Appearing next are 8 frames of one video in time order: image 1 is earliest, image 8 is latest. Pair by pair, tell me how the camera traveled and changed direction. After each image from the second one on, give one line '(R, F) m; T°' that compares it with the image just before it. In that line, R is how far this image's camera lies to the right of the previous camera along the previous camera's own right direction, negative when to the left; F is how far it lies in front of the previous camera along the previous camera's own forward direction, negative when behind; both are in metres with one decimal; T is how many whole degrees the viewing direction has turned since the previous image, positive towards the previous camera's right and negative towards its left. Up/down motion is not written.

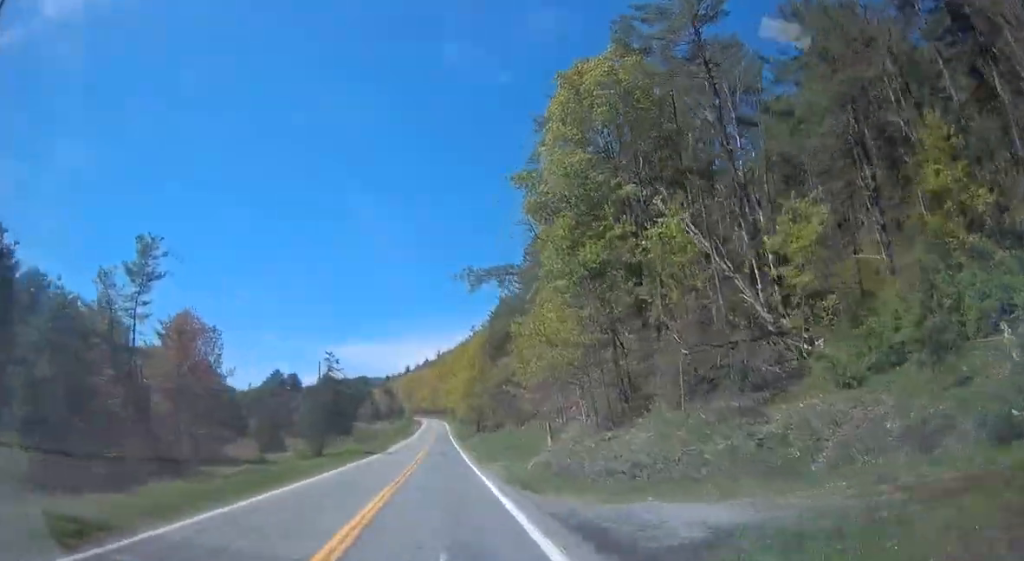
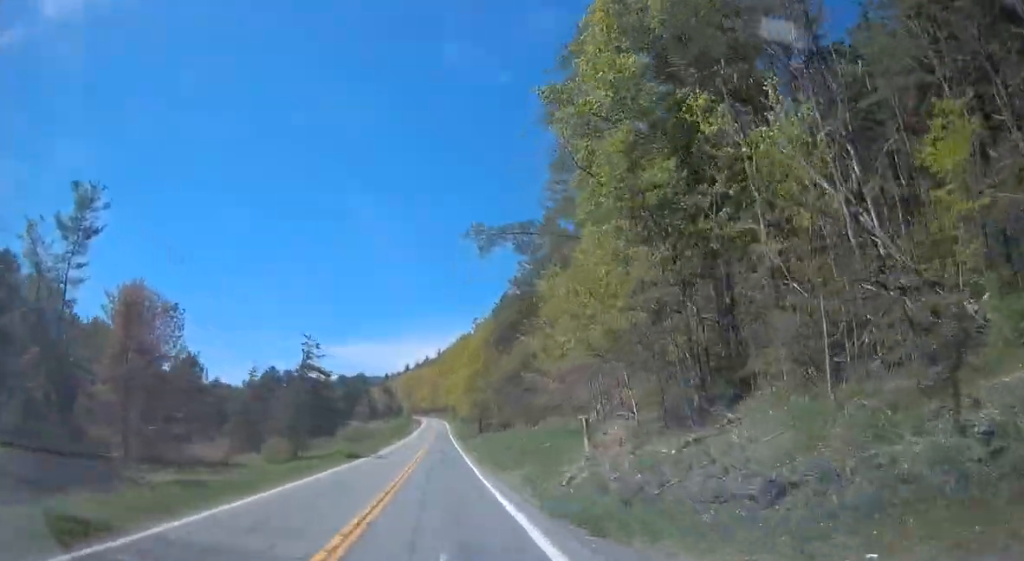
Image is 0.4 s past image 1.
(0.0, +8.9) m; 0°
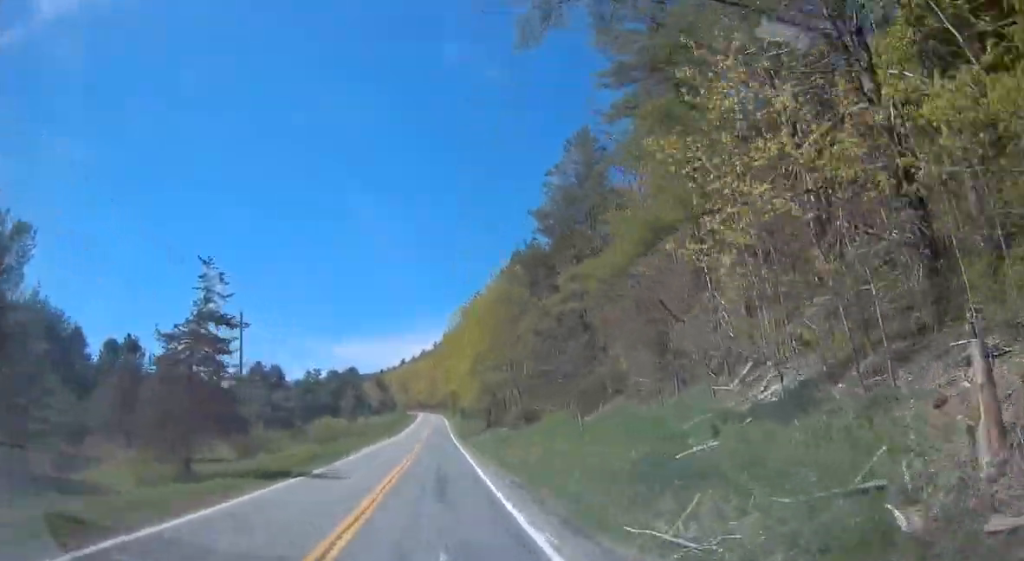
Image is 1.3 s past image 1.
(0.0, +20.3) m; 0°
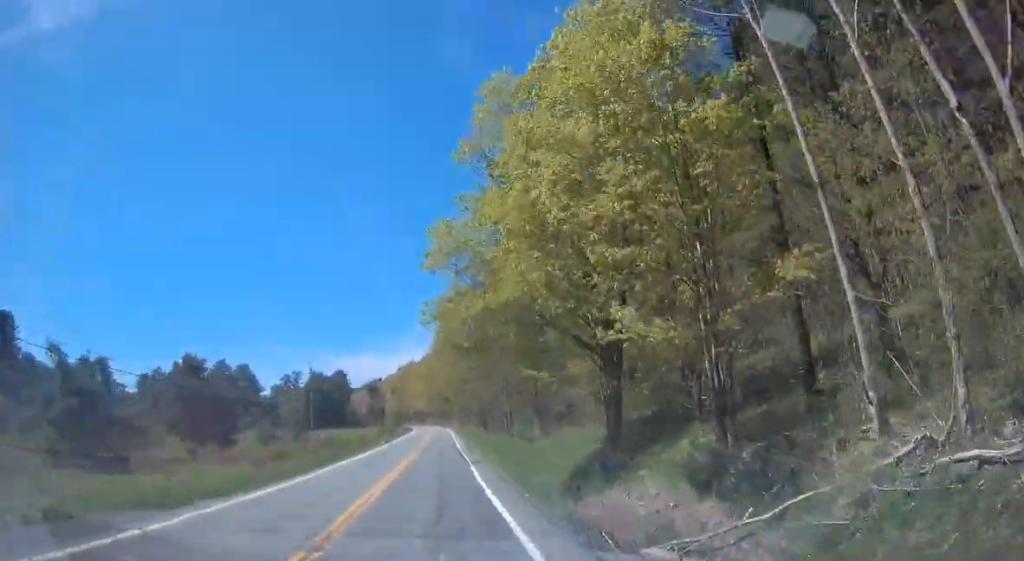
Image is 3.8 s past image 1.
(+0.1, +56.5) m; -1°
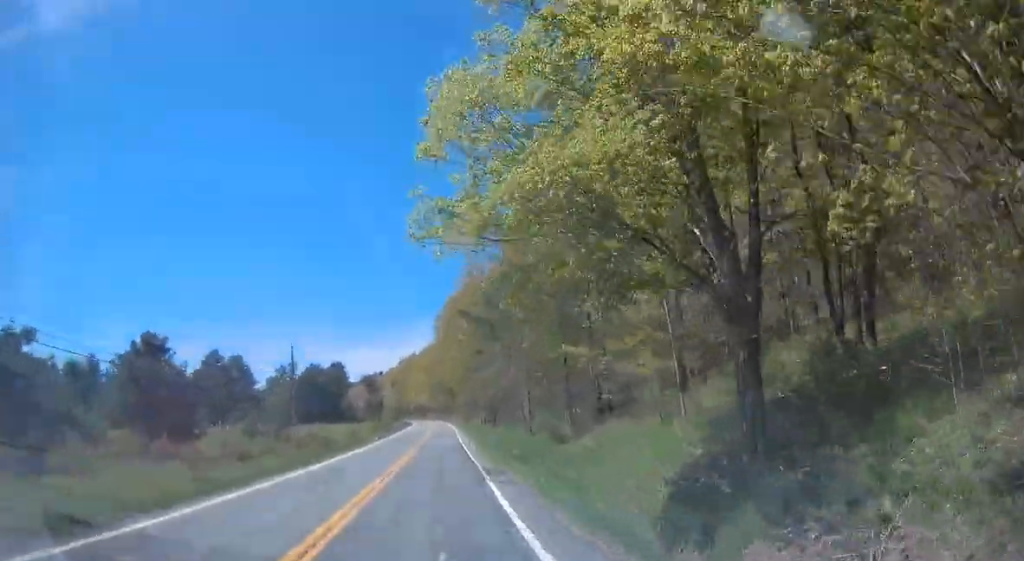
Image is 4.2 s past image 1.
(-0.1, +10.0) m; 0°
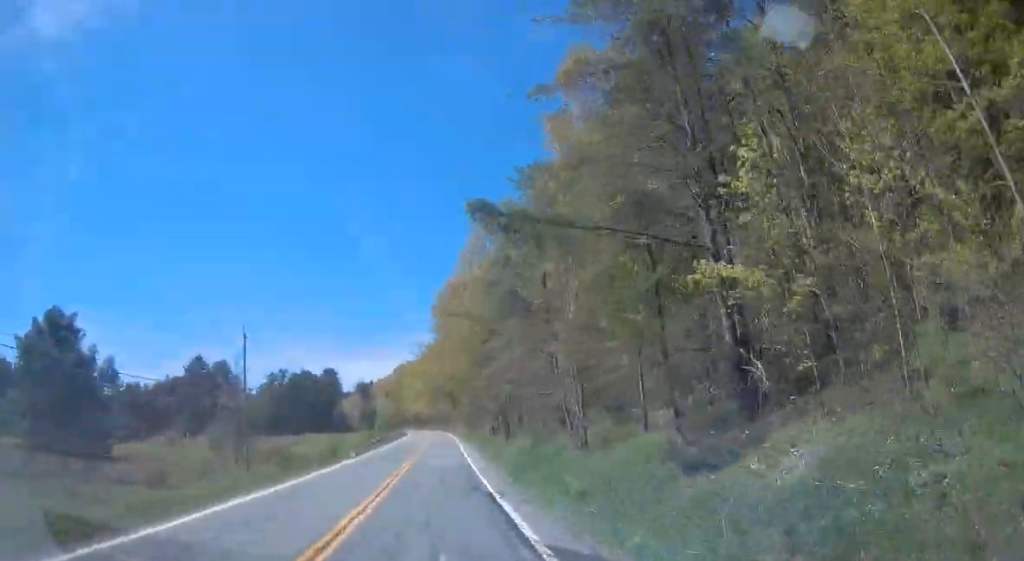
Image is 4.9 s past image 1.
(+0.1, +15.4) m; 0°
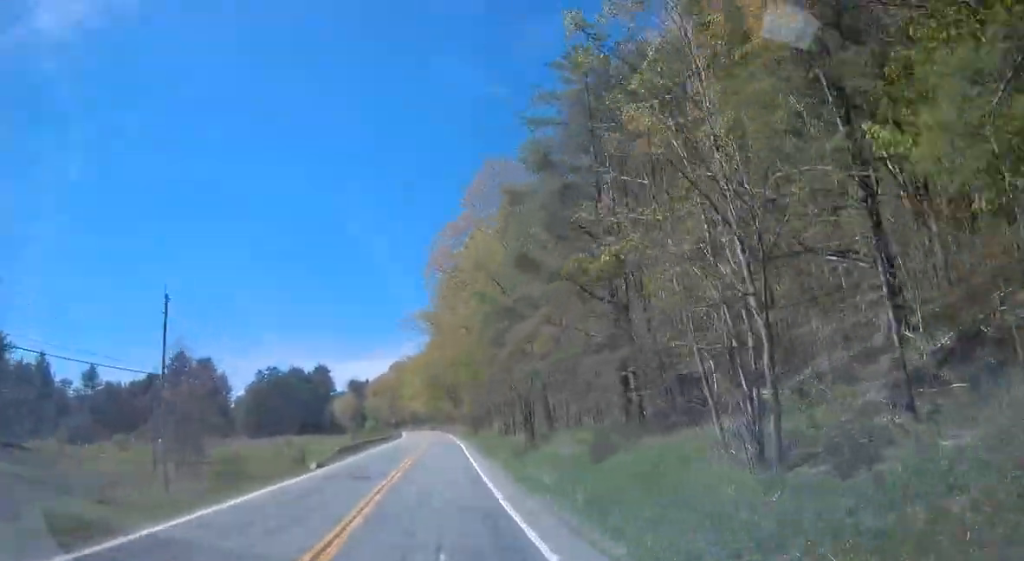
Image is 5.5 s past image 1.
(0.0, +14.6) m; 0°
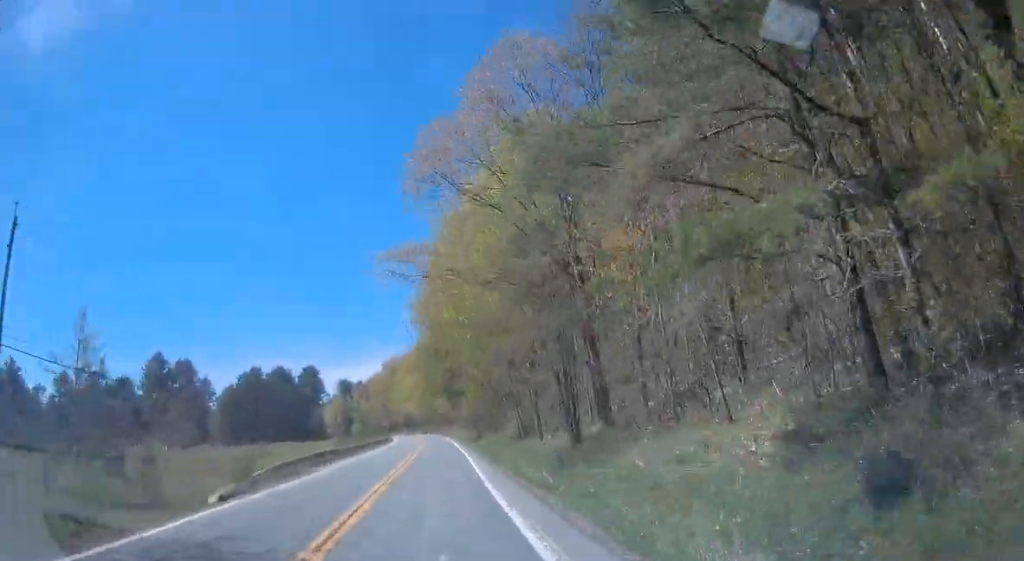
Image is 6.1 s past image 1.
(0.0, +14.6) m; 0°
